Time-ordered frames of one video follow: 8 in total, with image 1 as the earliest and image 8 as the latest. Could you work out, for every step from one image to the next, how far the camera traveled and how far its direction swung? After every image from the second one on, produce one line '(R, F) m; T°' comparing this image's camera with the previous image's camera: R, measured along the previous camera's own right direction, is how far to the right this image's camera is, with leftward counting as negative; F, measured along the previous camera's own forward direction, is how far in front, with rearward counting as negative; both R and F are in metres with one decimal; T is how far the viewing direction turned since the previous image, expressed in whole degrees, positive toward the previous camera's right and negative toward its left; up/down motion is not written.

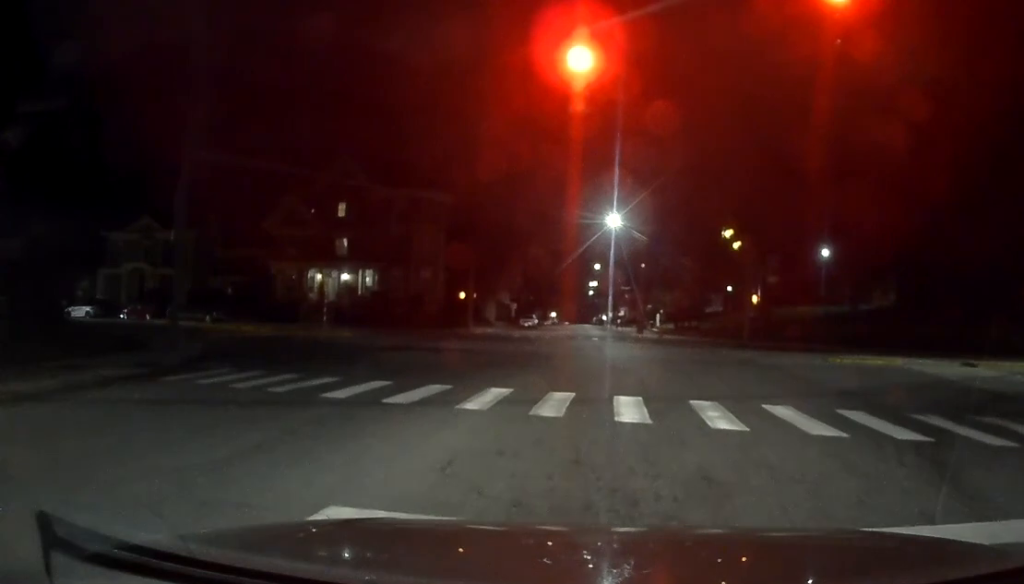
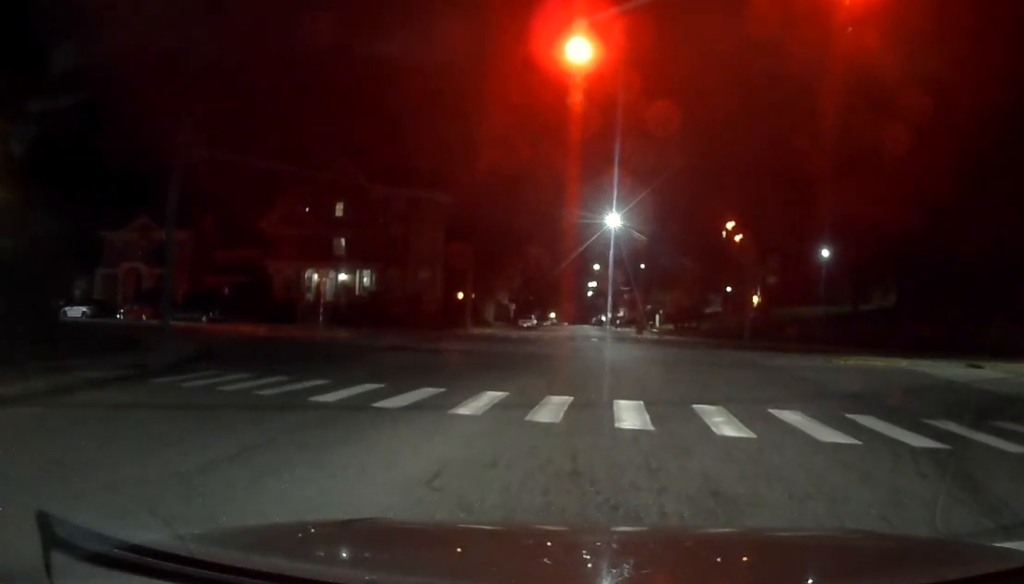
(-0.2, +0.4) m; 0°
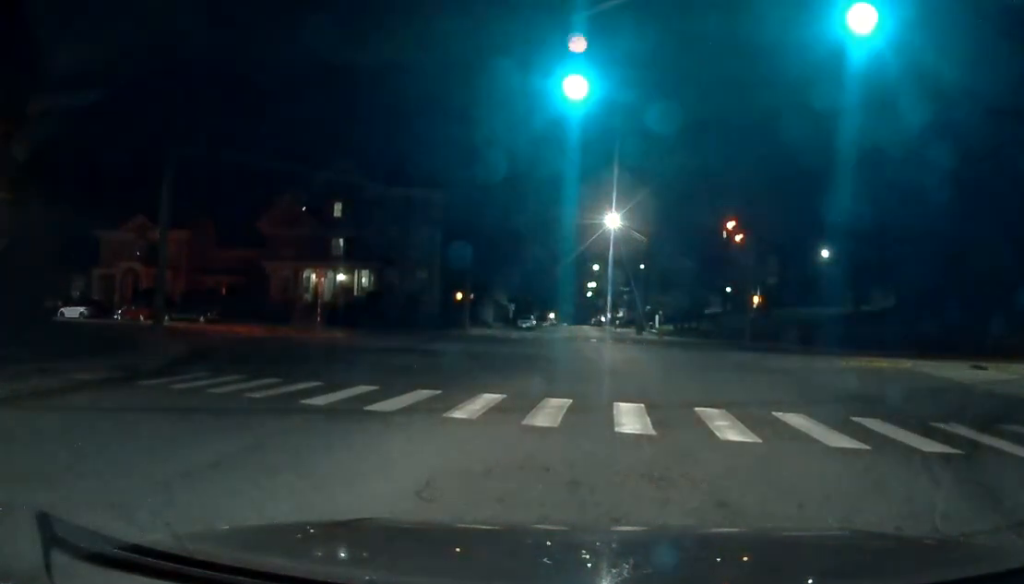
(-0.1, +0.2) m; 0°
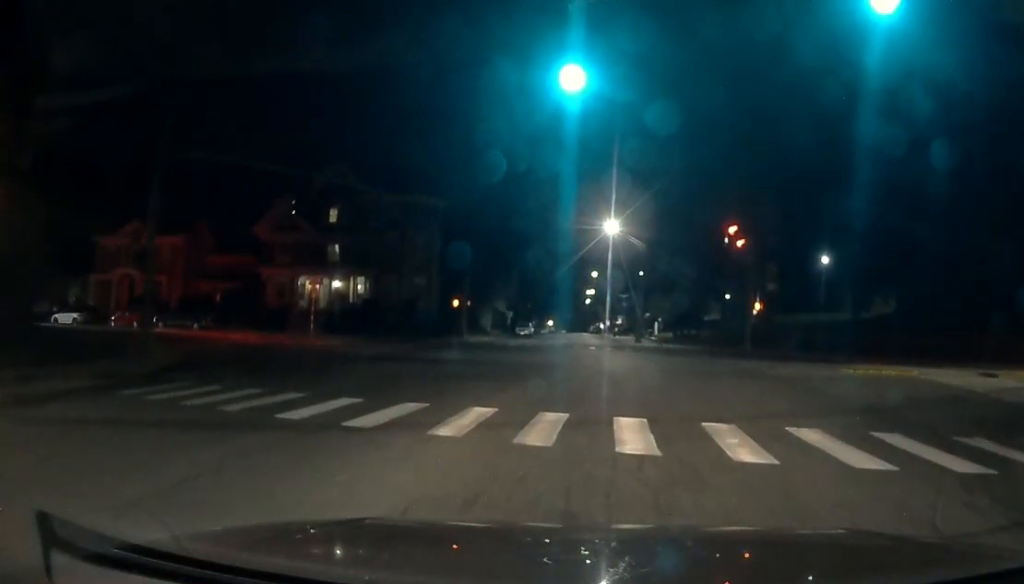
(-0.1, +0.4) m; +4°
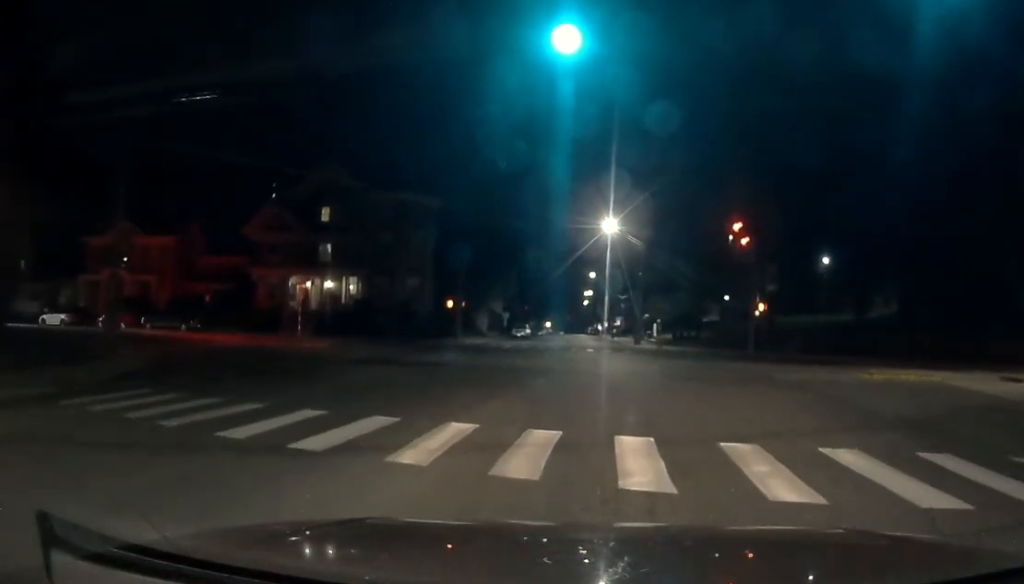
(0.0, +0.8) m; +4°
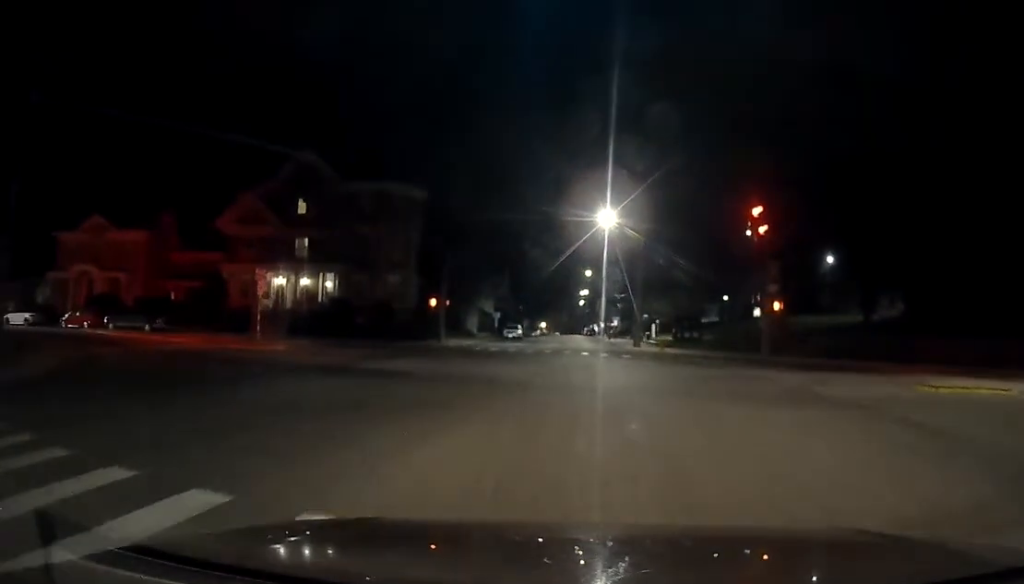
(0.0, +3.3) m; -4°
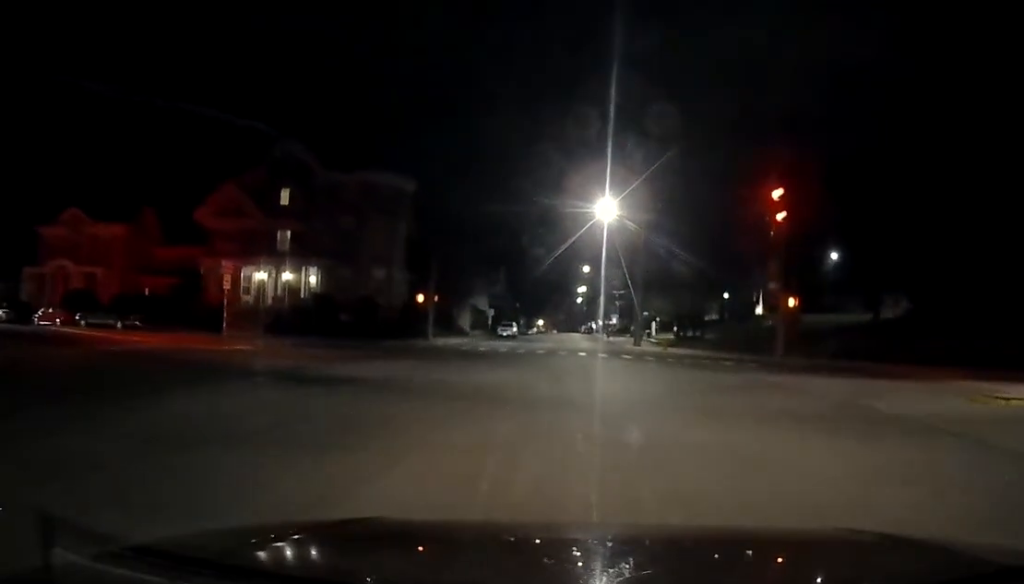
(0.0, +2.3) m; -4°
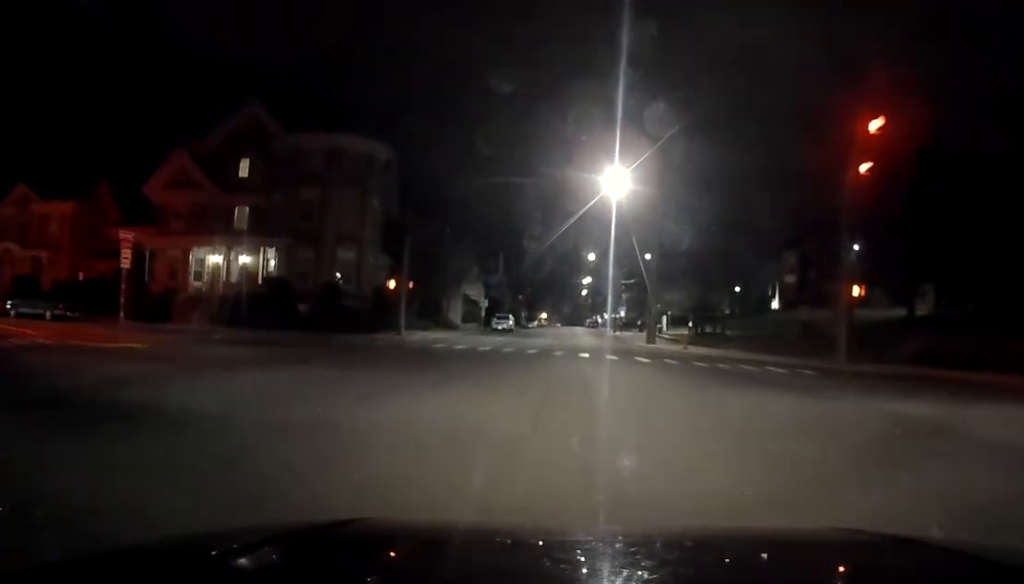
(-0.1, +6.9) m; +1°
